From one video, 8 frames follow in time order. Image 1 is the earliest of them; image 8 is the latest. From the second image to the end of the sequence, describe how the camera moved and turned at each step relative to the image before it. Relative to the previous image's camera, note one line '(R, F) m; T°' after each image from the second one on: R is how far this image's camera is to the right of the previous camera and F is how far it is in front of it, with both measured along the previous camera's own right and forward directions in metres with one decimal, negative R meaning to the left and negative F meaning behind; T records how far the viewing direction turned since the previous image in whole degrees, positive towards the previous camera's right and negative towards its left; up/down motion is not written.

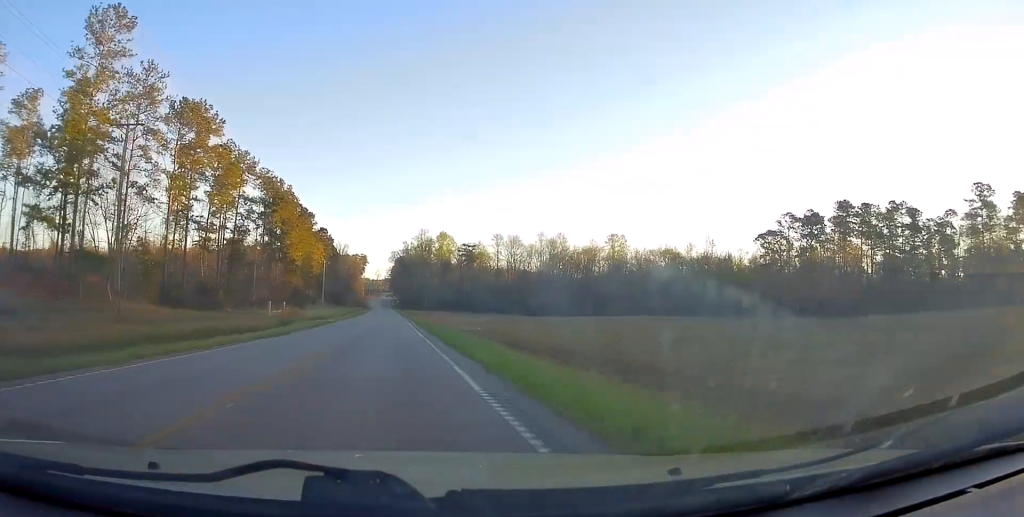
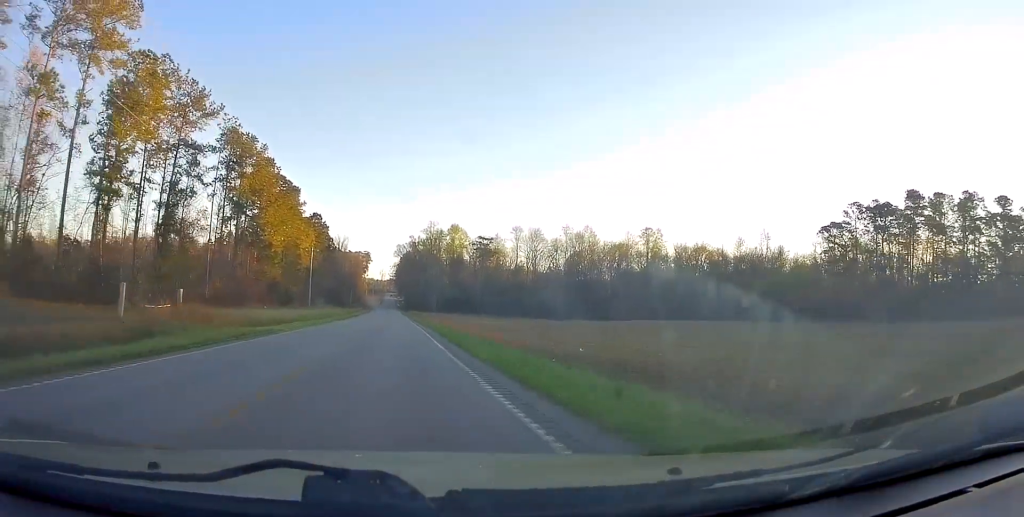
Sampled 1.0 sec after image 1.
(+0.1, +25.6) m; 0°
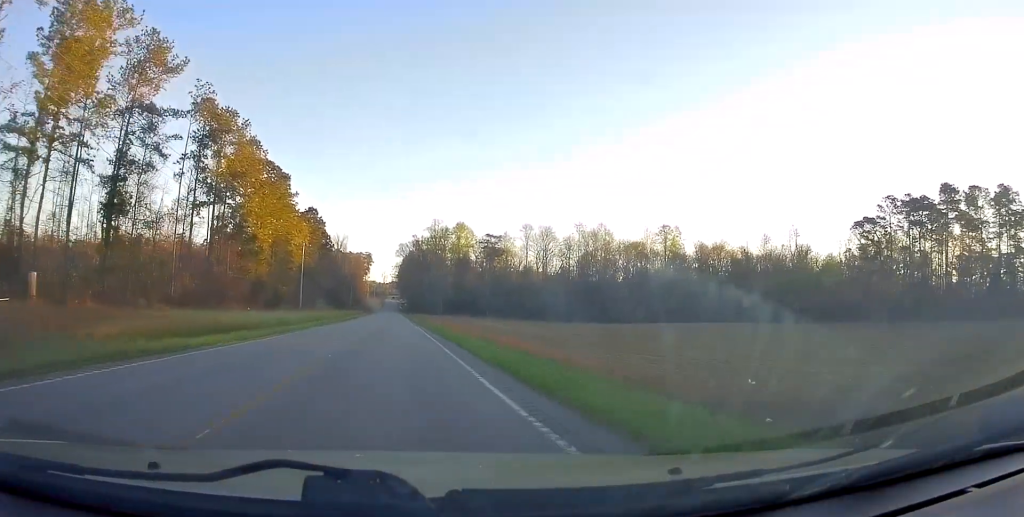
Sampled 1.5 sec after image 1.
(0.0, +11.5) m; 0°
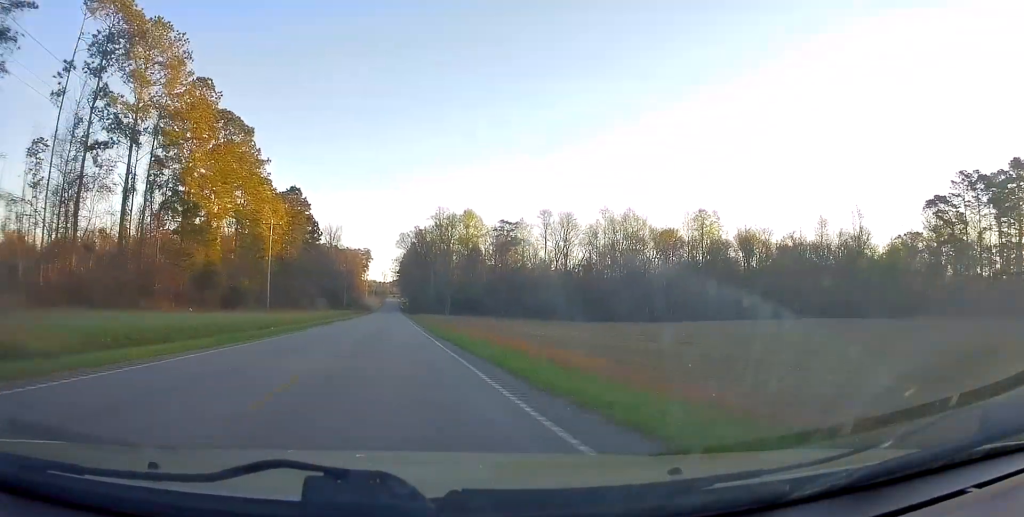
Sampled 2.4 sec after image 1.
(-0.3, +23.2) m; -1°
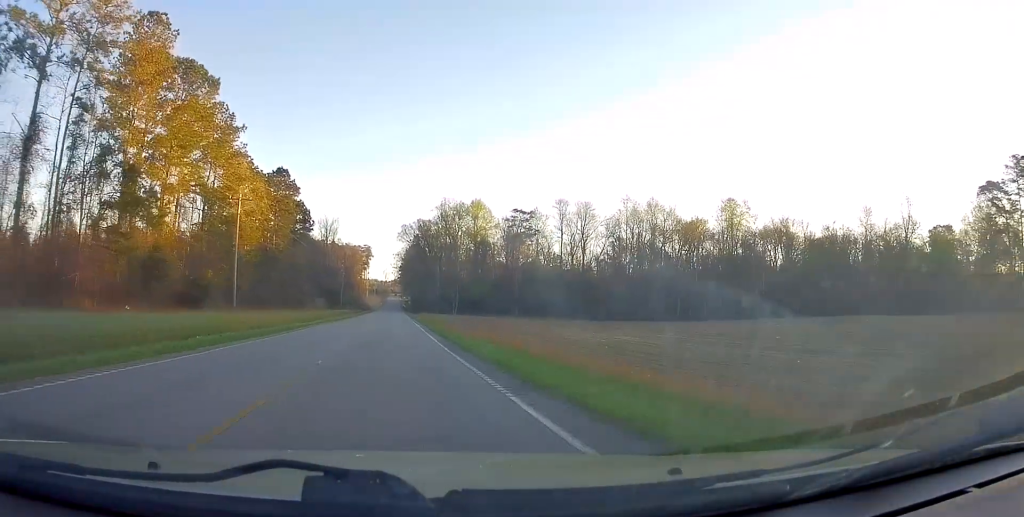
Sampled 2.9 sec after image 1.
(-0.1, +14.9) m; -1°
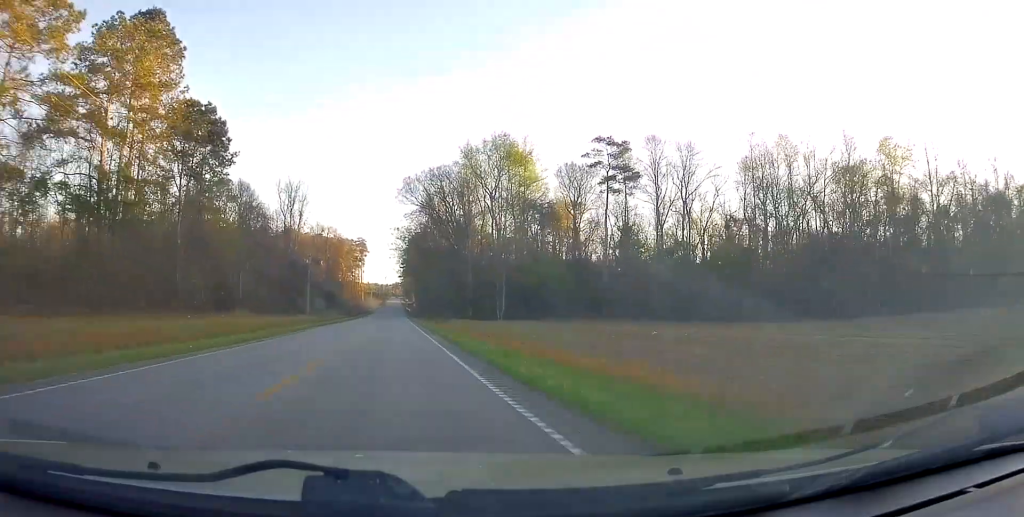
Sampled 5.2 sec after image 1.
(-0.4, +59.7) m; 0°
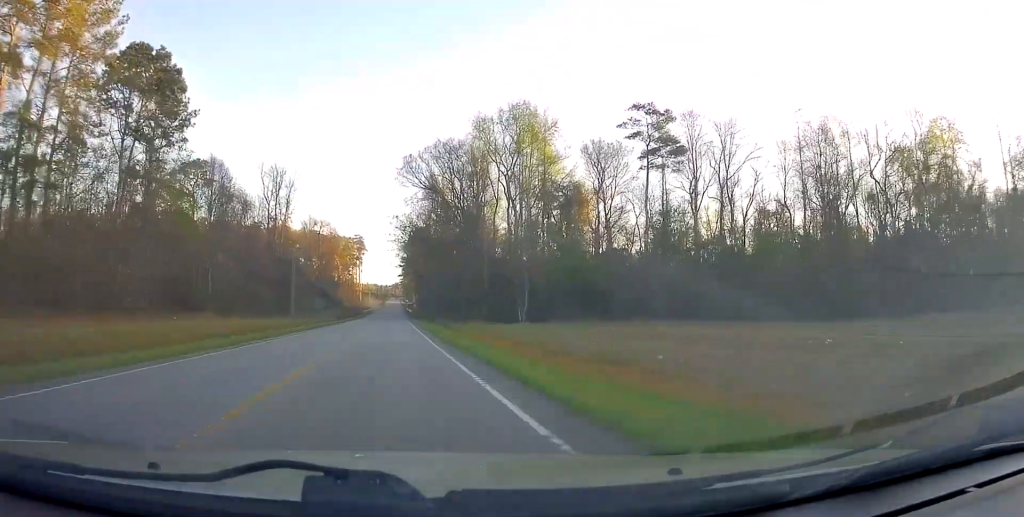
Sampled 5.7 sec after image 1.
(+0.1, +14.1) m; 0°
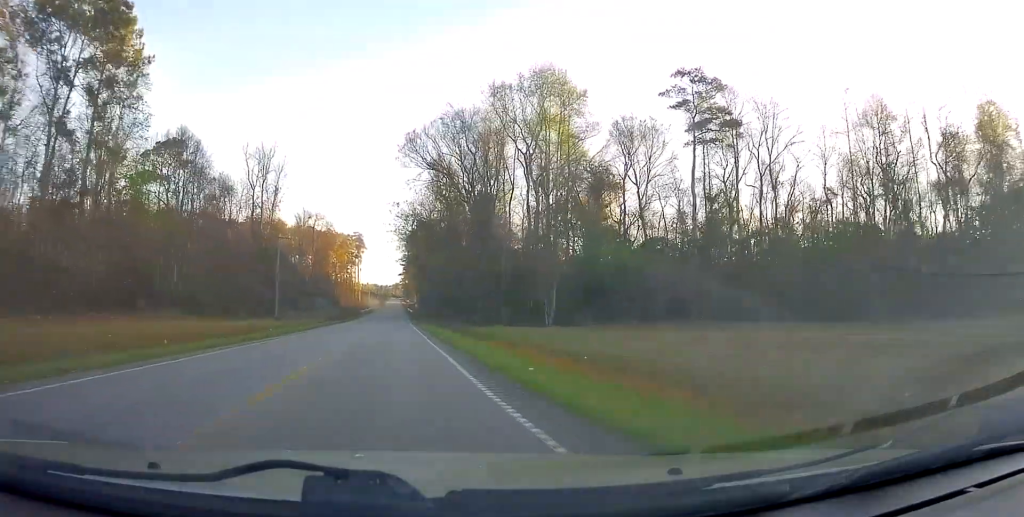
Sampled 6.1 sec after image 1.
(0.0, +11.4) m; 0°
